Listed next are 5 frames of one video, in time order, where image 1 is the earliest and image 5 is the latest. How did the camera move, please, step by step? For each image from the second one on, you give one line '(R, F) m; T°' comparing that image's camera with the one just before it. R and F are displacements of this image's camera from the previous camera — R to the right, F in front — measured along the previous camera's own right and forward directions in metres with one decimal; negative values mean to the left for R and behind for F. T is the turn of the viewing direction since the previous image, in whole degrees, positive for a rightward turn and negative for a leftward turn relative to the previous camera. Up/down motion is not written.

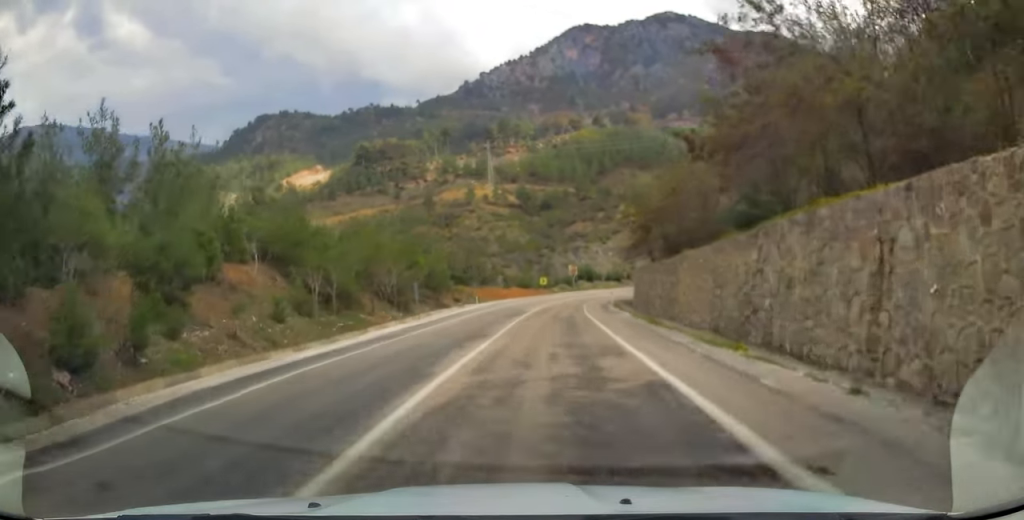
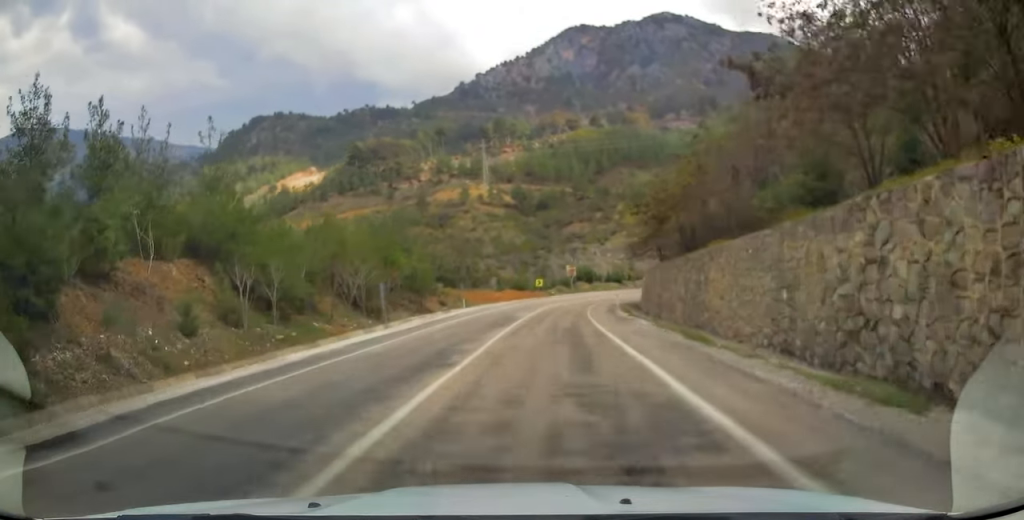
(0.0, +6.7) m; 0°
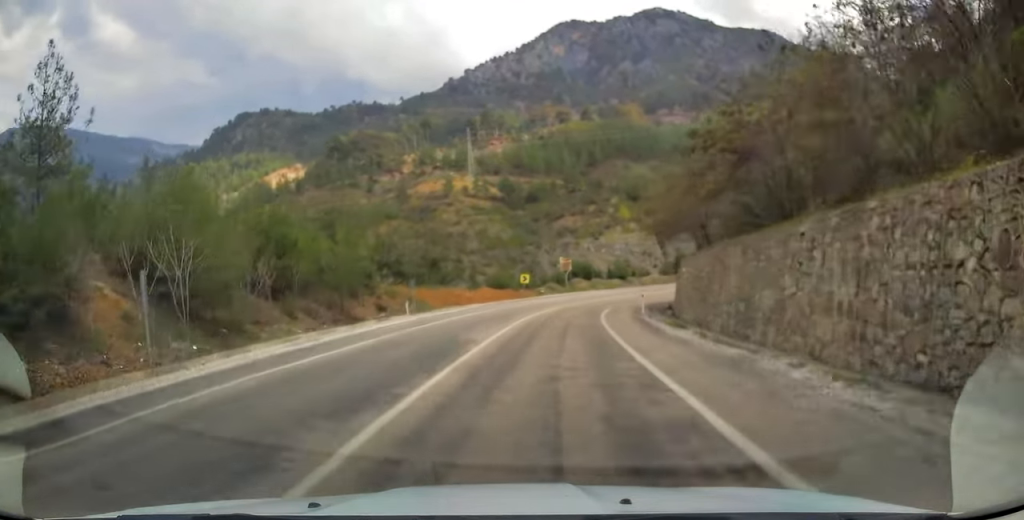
(+0.1, +17.8) m; +1°
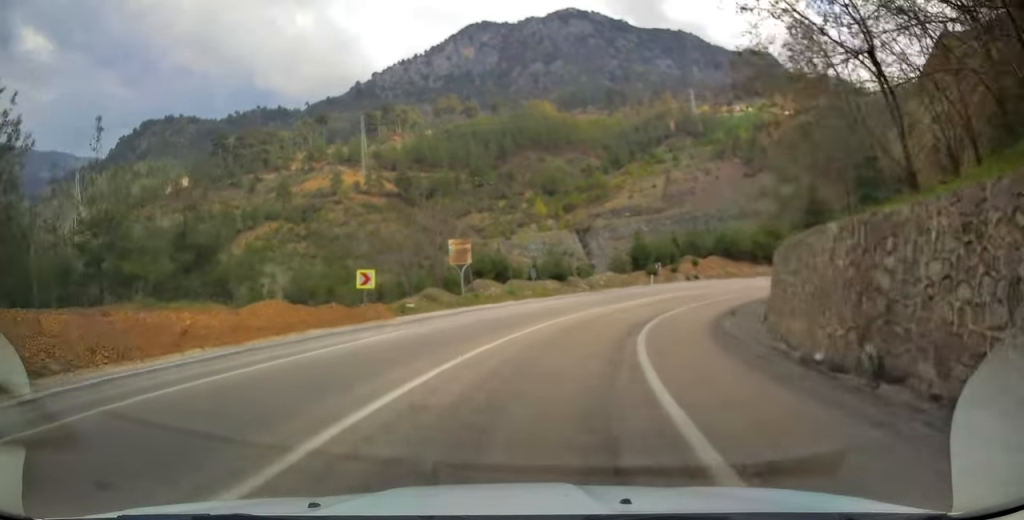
(+2.1, +33.3) m; +11°
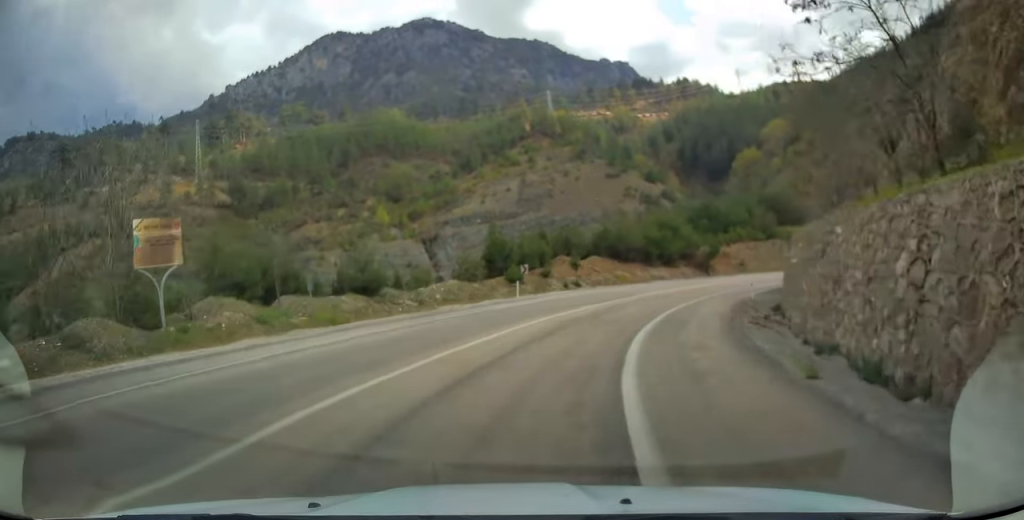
(+1.9, +19.2) m; +14°
